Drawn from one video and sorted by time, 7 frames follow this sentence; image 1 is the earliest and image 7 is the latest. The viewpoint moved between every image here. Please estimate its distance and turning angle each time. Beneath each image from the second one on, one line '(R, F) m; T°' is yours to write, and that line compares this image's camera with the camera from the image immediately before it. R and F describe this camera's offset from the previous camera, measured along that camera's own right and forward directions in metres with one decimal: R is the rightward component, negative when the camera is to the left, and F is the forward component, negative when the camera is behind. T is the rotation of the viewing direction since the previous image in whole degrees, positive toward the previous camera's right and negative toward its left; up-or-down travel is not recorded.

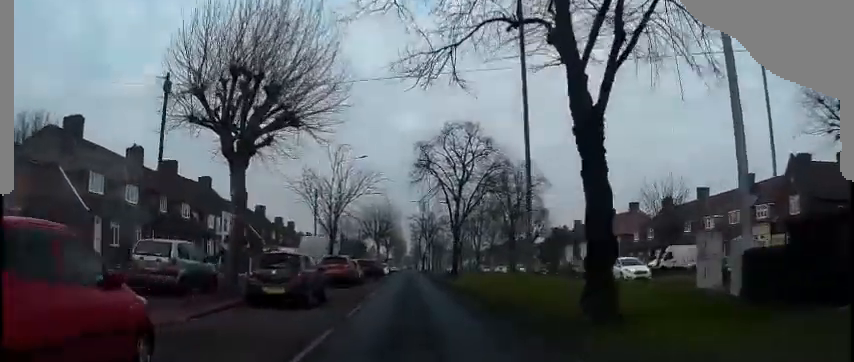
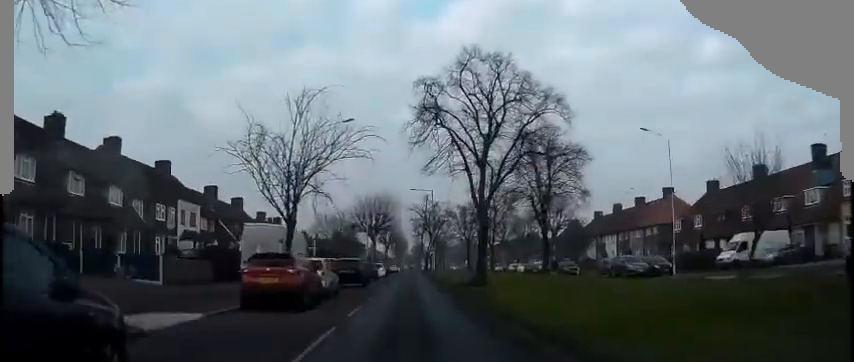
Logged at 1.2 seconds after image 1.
(+0.1, +13.8) m; -2°
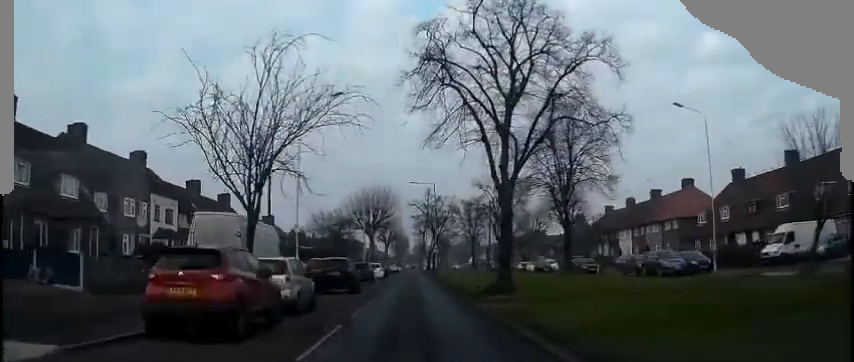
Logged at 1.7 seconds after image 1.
(-0.2, +6.2) m; -1°
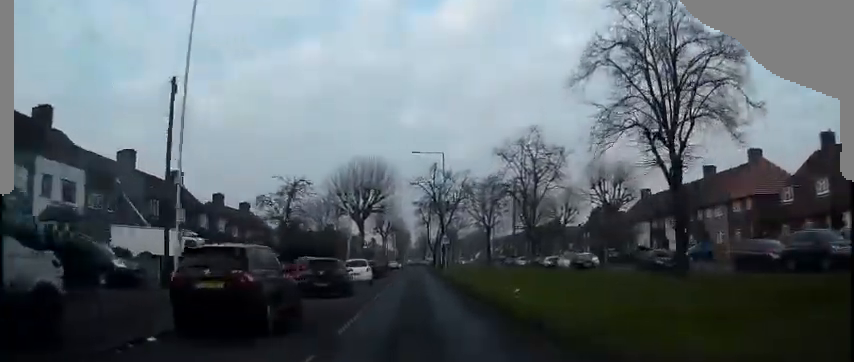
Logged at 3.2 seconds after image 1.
(-0.1, +17.2) m; +1°
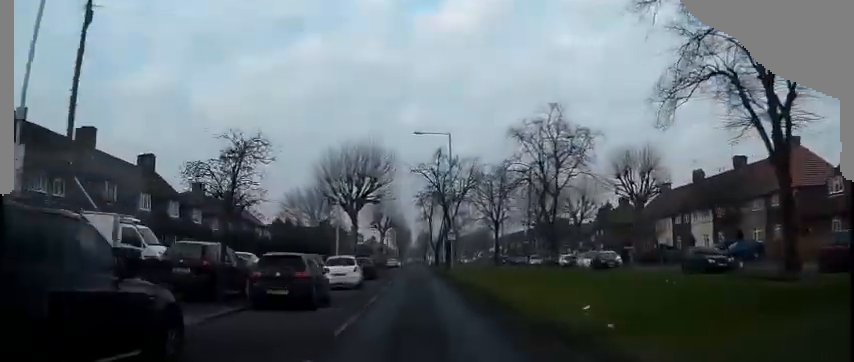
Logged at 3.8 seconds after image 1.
(+0.1, +7.4) m; 0°
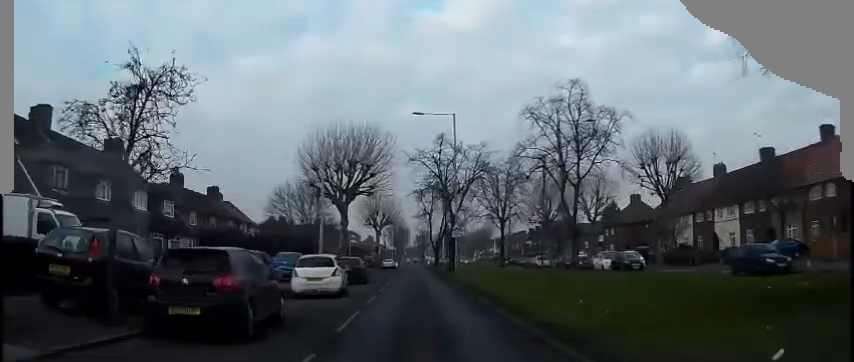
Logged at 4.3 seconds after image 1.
(0.0, +5.9) m; 0°
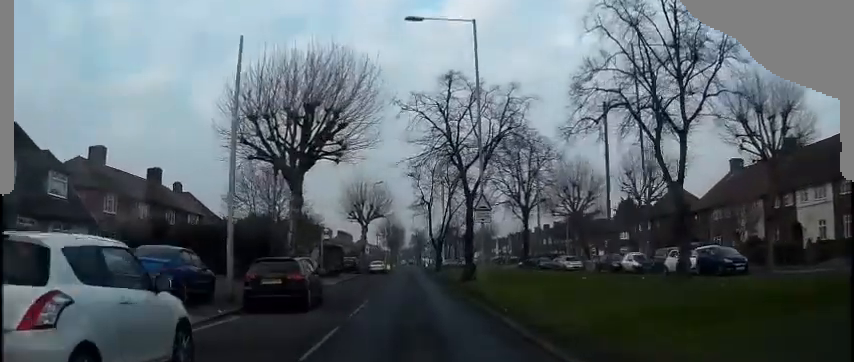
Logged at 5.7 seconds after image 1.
(+0.1, +16.0) m; 0°
